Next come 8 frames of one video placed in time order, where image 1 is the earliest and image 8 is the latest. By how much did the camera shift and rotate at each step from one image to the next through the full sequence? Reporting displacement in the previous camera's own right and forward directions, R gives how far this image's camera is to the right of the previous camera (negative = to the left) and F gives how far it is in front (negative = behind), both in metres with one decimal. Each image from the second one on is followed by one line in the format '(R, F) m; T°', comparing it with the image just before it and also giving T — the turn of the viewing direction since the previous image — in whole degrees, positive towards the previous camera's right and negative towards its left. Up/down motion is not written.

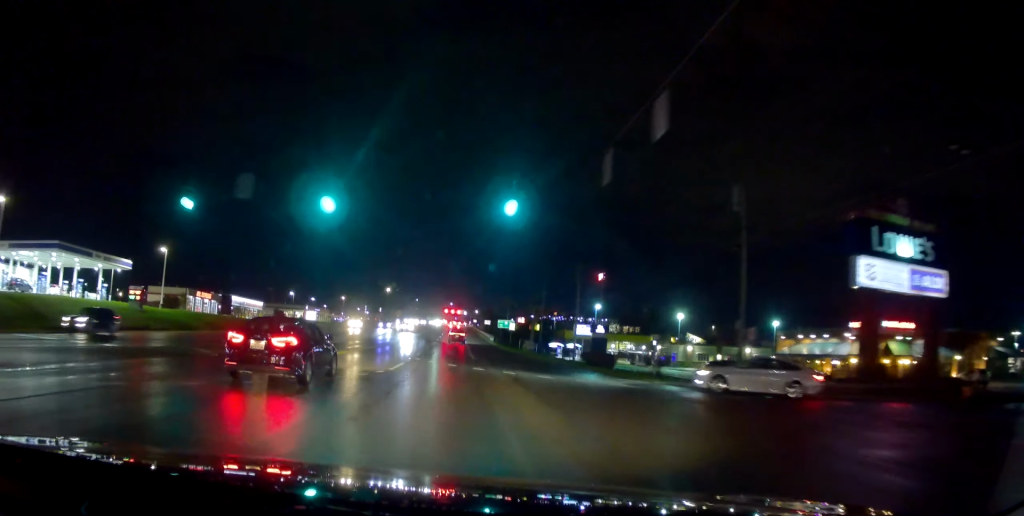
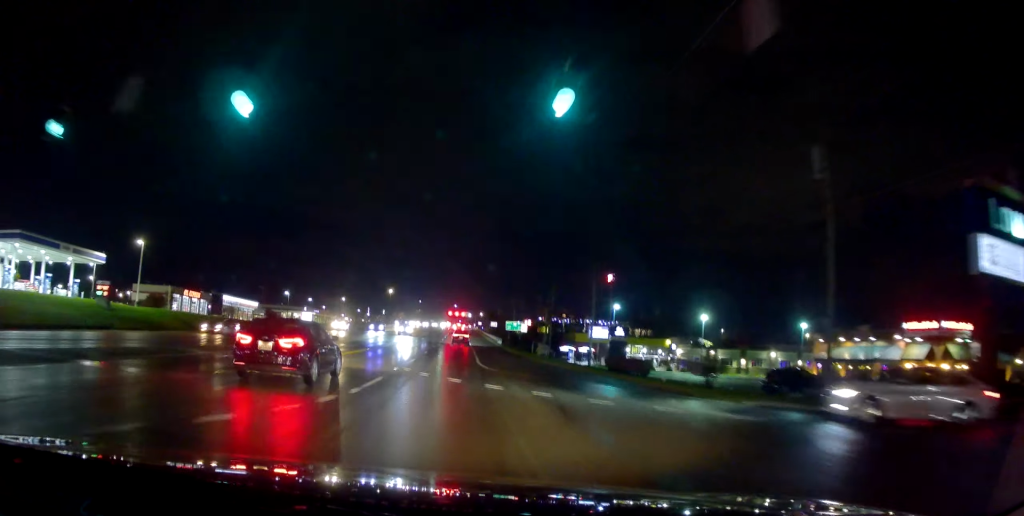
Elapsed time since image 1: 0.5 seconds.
(+0.1, +8.4) m; +1°
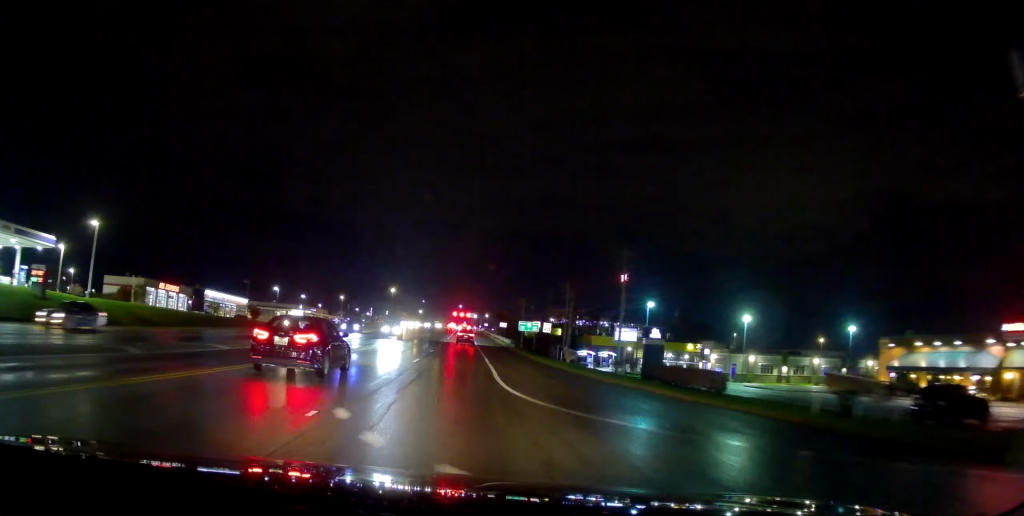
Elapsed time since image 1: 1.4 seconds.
(+0.3, +13.0) m; +1°
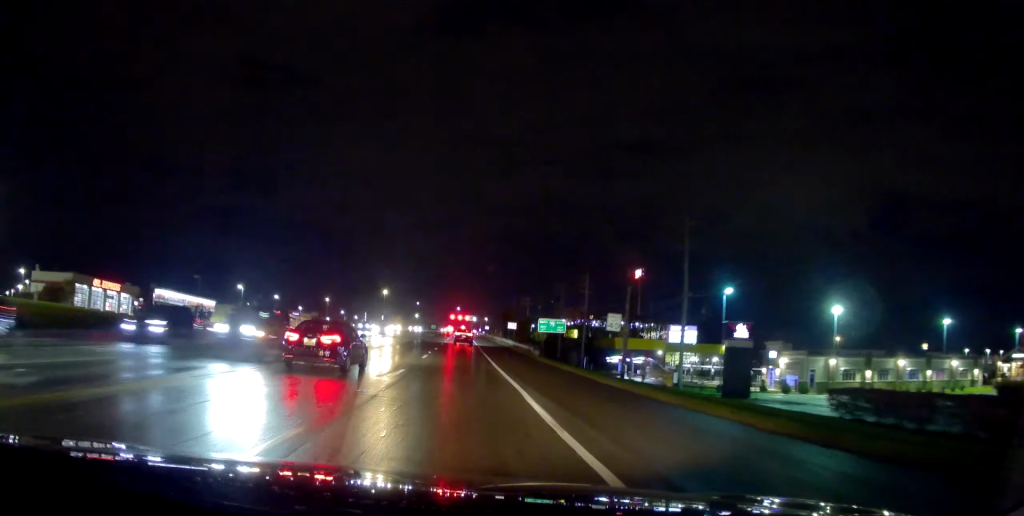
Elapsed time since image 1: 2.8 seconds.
(-0.3, +22.0) m; -2°
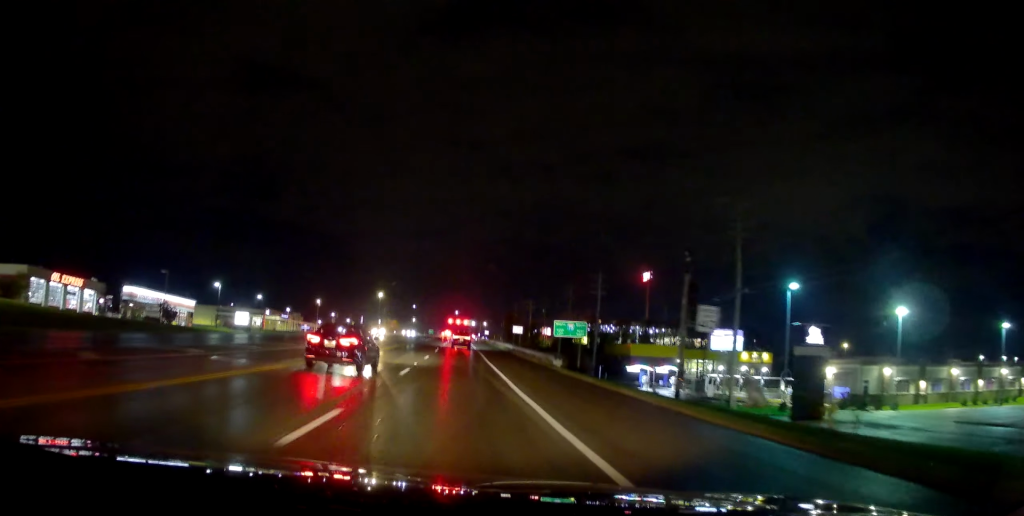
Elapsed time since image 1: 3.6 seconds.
(-0.1, +11.0) m; 0°
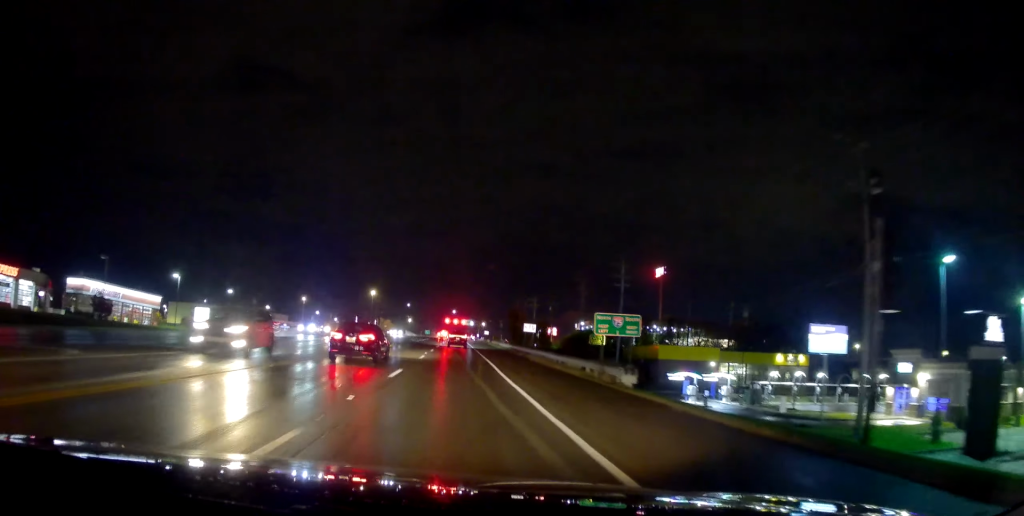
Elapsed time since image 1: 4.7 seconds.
(0.0, +15.7) m; 0°
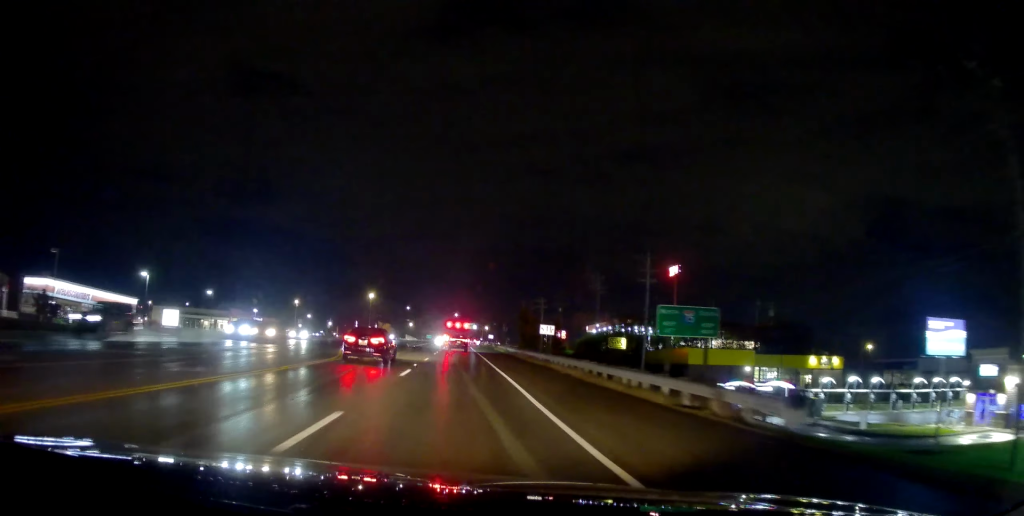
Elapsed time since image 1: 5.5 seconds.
(0.0, +10.7) m; 0°
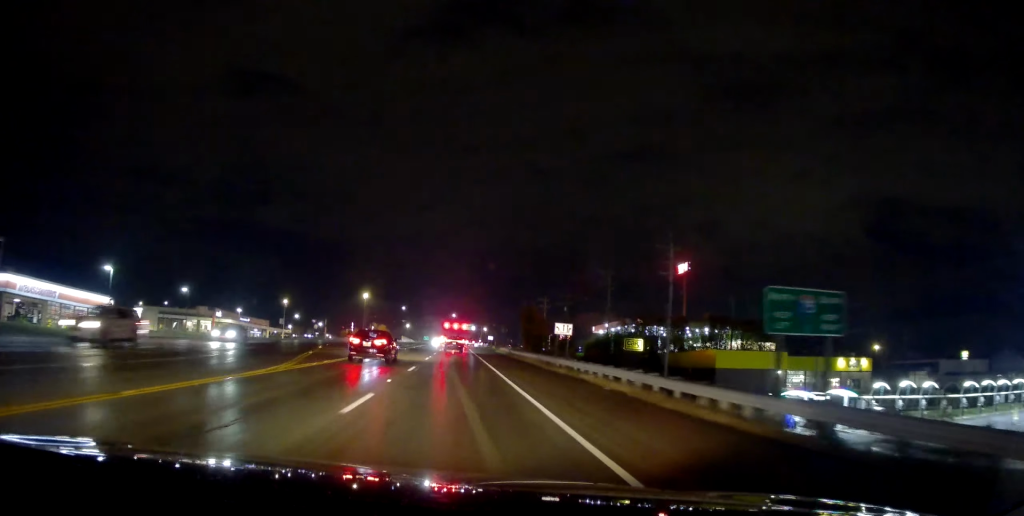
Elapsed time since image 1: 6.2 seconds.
(-0.1, +9.2) m; 0°
